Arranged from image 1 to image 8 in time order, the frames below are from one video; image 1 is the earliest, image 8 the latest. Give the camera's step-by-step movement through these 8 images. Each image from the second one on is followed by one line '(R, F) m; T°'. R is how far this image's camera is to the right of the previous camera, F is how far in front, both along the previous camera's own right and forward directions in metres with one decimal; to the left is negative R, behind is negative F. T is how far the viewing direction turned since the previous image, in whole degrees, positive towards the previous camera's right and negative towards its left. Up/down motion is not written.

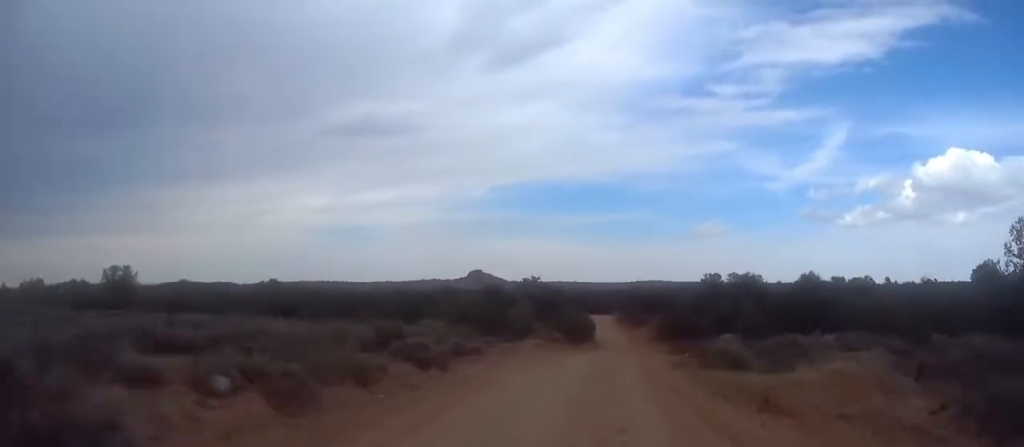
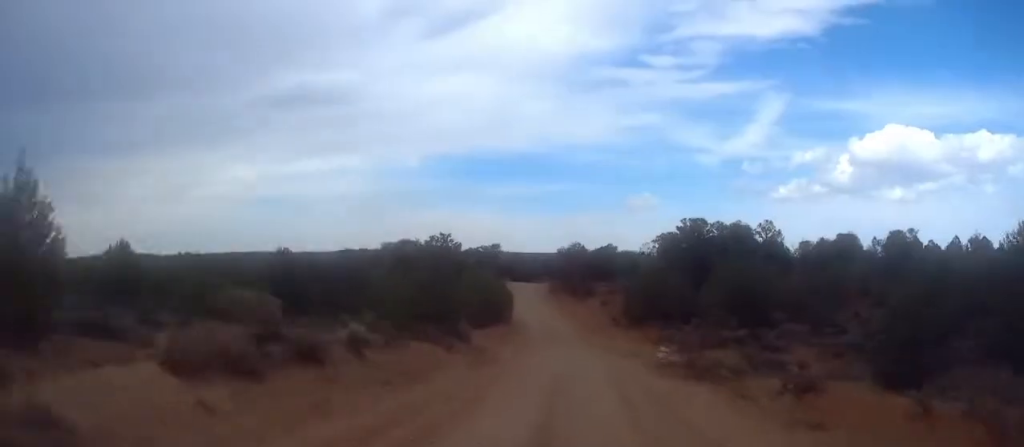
(+2.0, +39.7) m; +5°
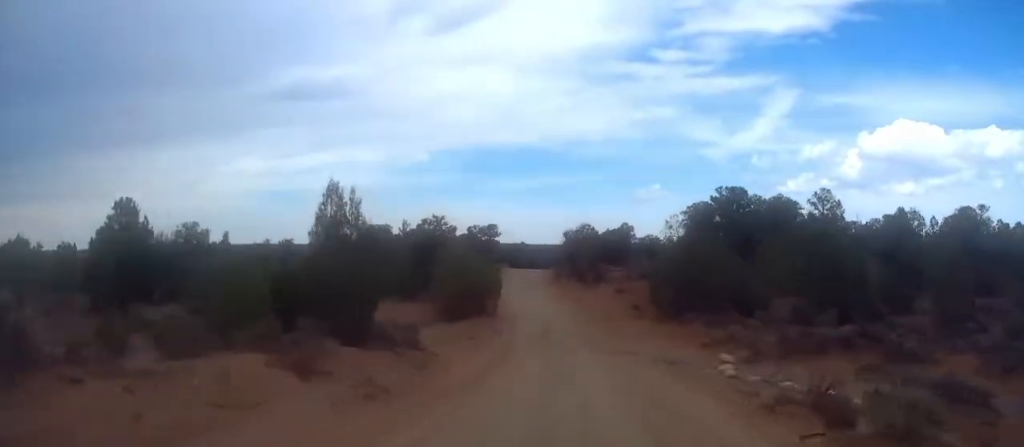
(-0.3, +15.3) m; +2°
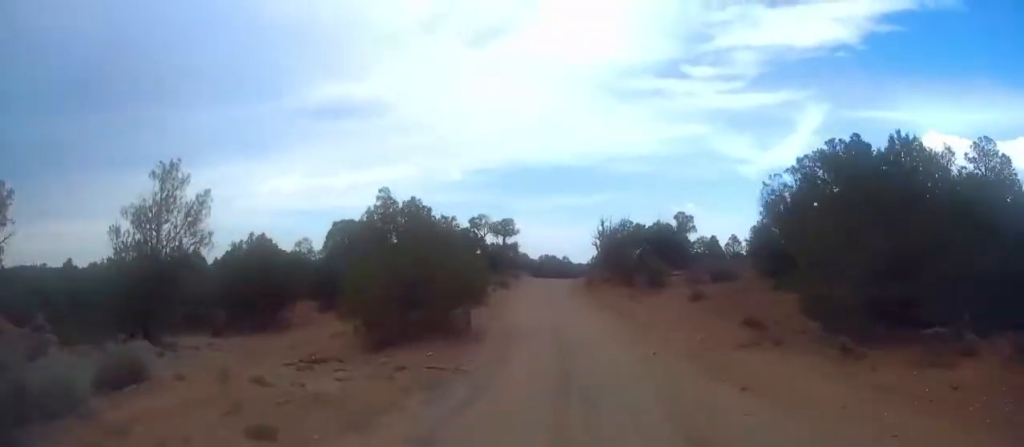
(+1.3, +21.2) m; -4°
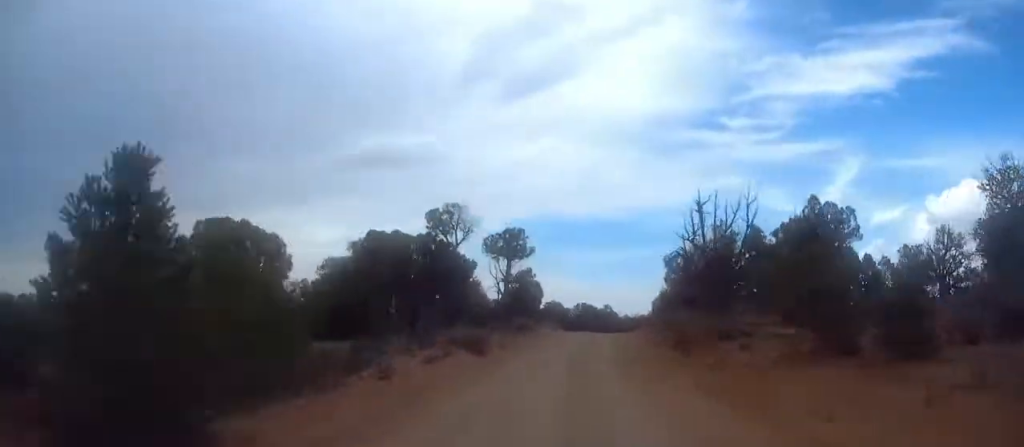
(-3.0, +30.3) m; -6°
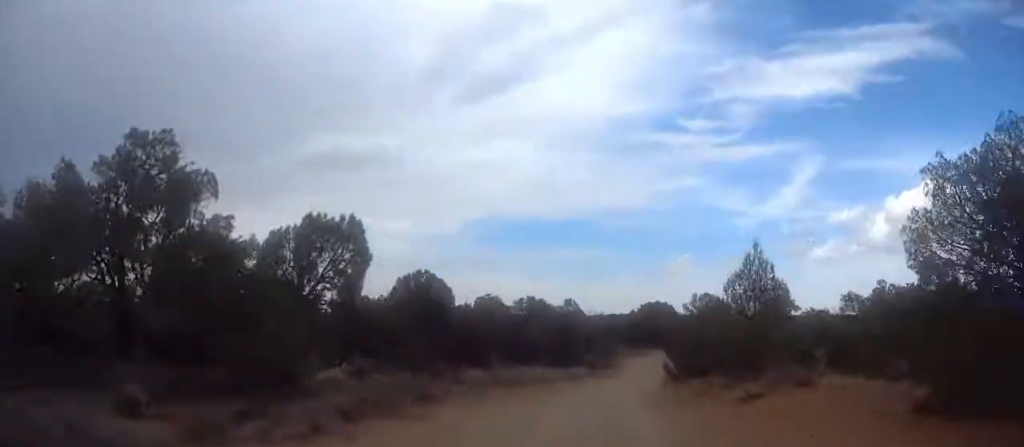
(+1.3, +51.7) m; +5°
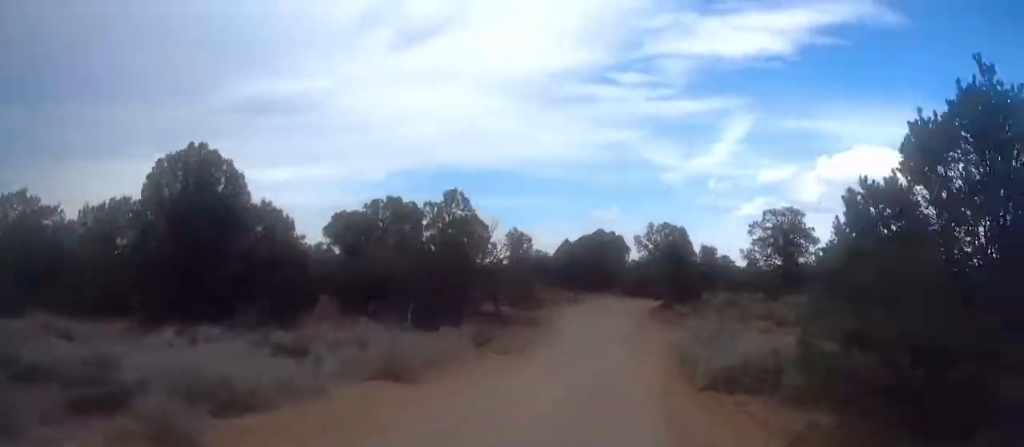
(+1.4, +34.7) m; +6°
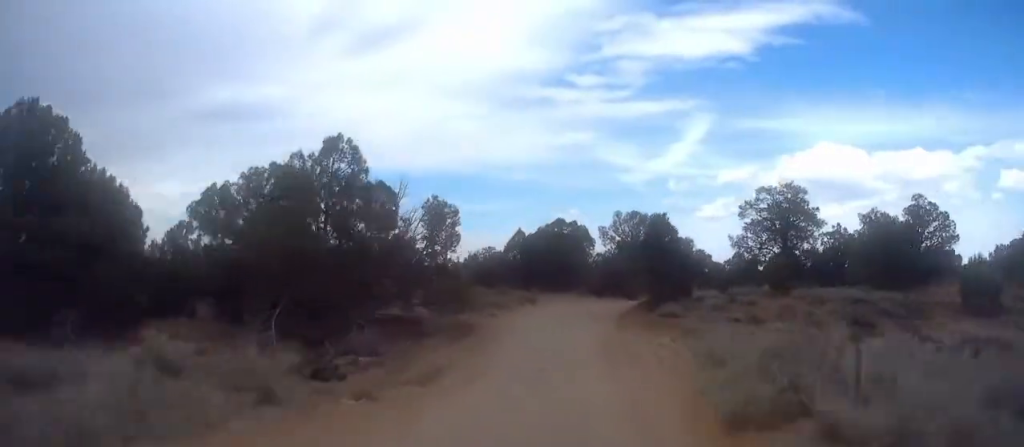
(-0.2, +11.8) m; +3°
